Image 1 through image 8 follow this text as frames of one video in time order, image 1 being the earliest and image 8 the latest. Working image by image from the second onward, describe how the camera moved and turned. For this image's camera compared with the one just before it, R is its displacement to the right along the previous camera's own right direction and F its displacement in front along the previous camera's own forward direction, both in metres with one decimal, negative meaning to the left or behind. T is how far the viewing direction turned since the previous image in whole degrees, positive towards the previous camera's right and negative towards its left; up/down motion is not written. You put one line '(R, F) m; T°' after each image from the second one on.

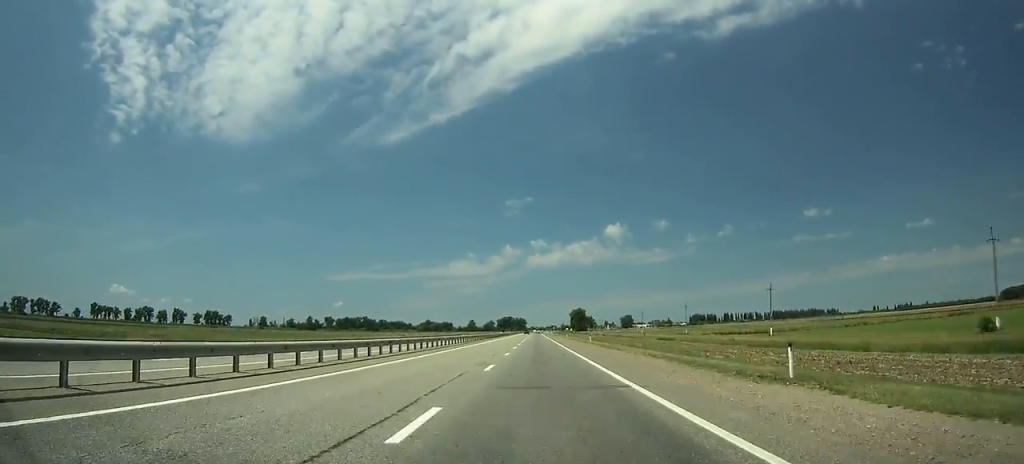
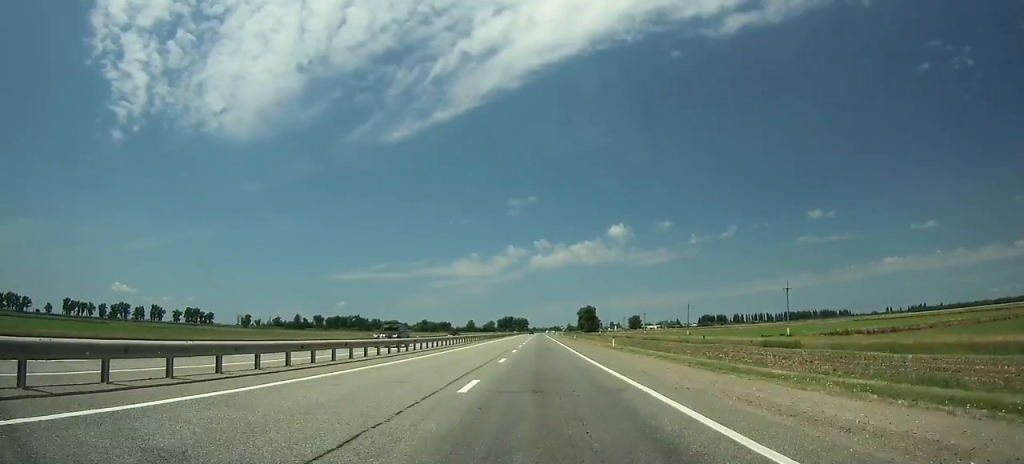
(+0.1, +66.2) m; 0°
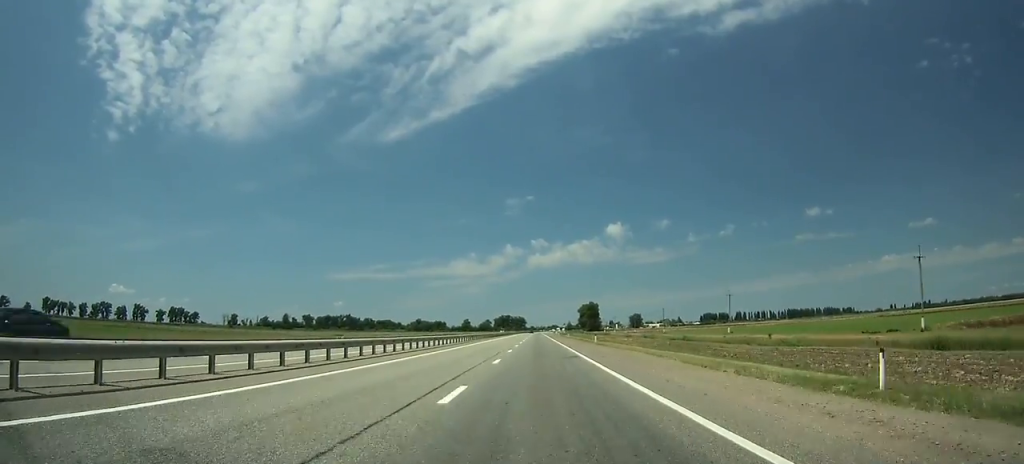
(-0.1, +37.9) m; 0°
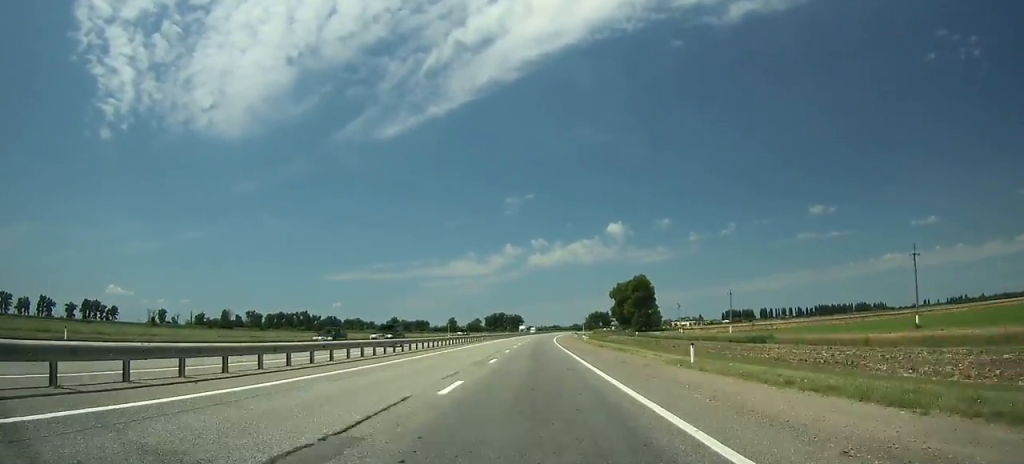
(-0.3, +192.0) m; 0°
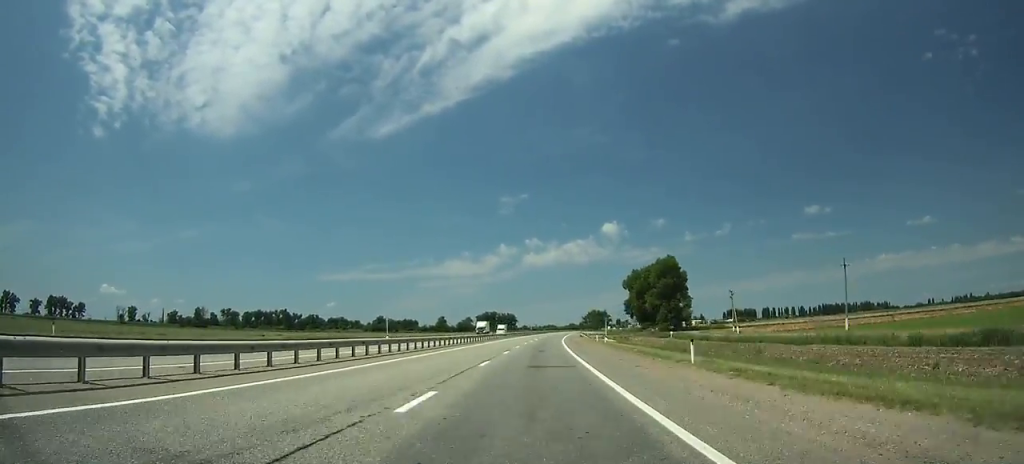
(-0.2, +50.8) m; +1°
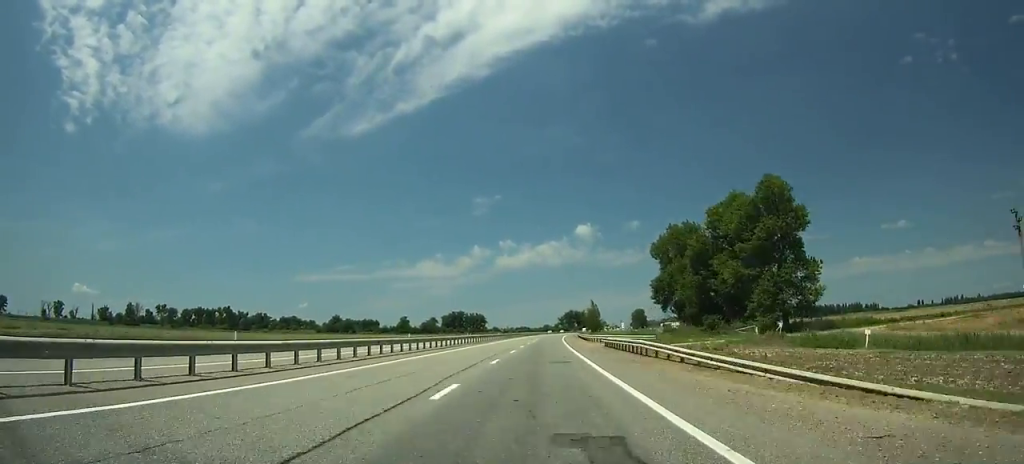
(+1.4, +81.9) m; +2°
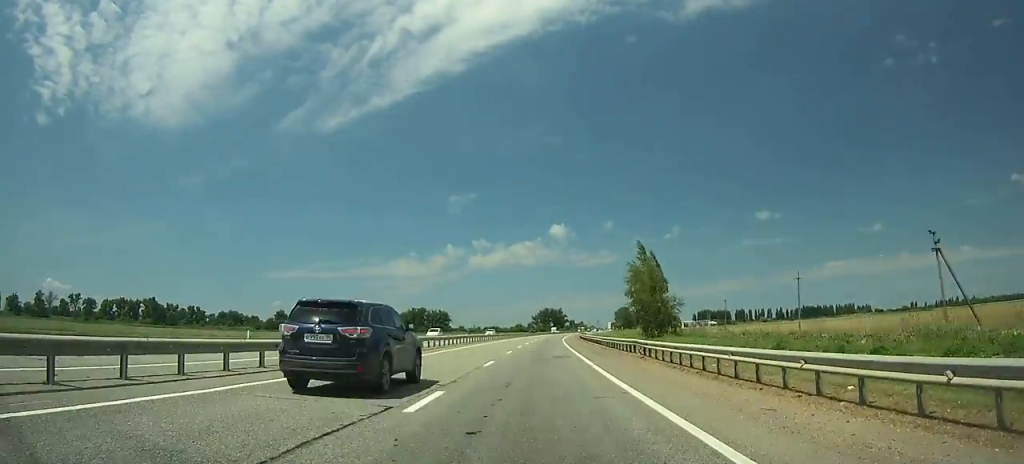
(+2.6, +97.9) m; +3°
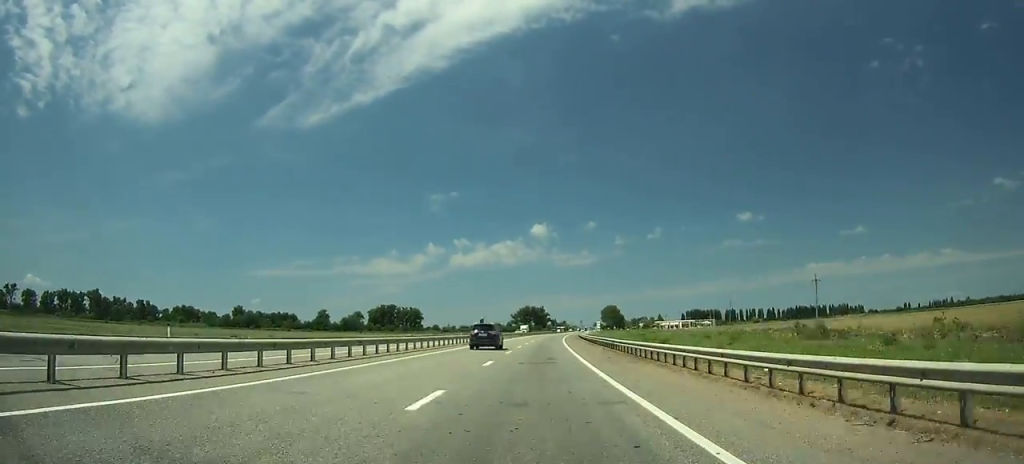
(+0.5, +59.5) m; +2°
